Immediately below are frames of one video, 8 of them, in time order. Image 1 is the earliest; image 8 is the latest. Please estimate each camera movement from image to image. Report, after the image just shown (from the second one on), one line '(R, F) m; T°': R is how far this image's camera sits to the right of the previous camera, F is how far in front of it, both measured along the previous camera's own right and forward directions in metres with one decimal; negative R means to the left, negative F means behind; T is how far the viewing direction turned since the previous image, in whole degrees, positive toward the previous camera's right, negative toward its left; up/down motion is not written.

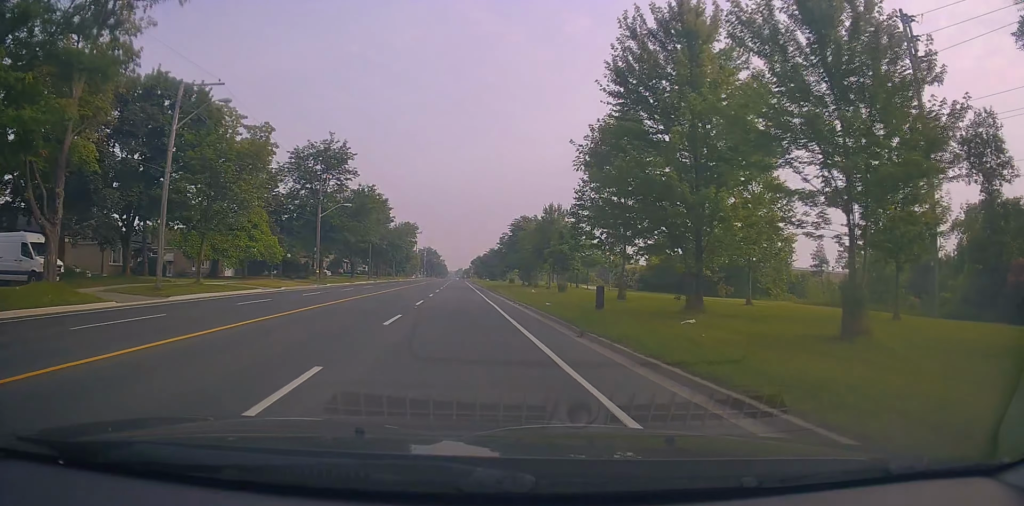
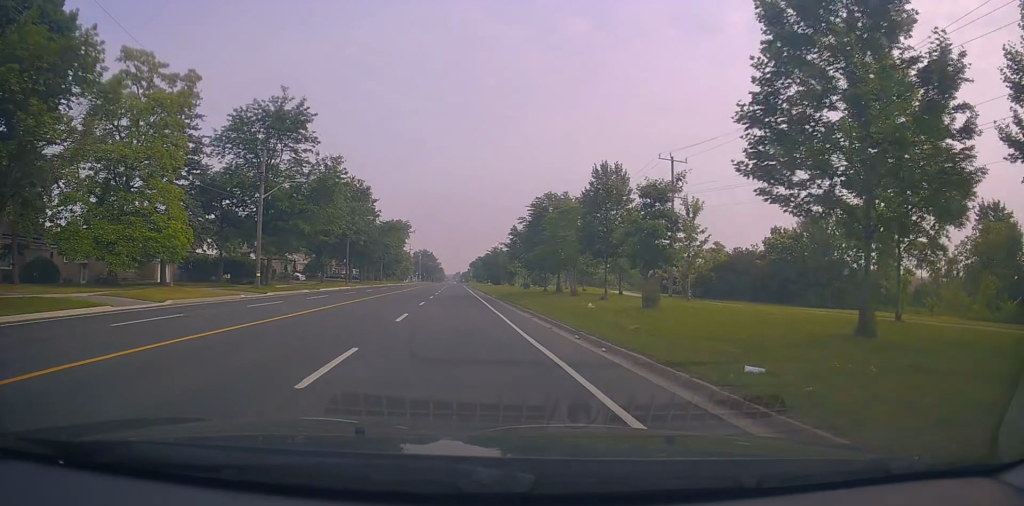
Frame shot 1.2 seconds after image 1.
(0.0, +16.5) m; +2°
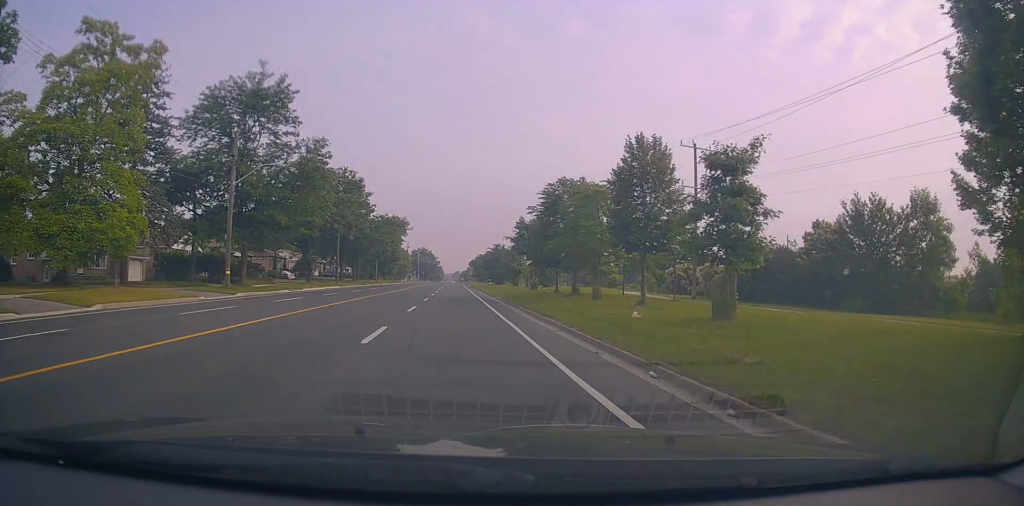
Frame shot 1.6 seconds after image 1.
(+0.1, +5.5) m; +1°
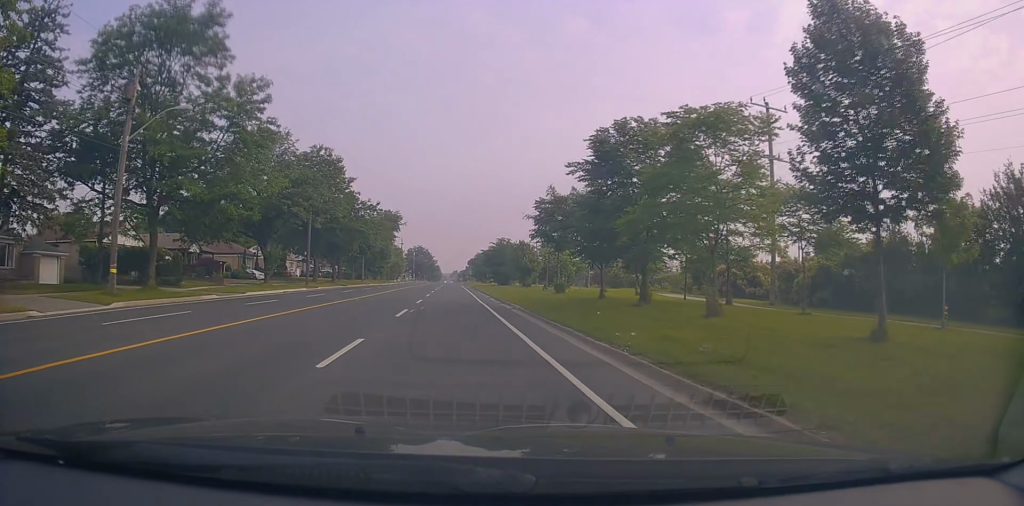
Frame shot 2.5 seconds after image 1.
(+0.3, +12.7) m; 0°
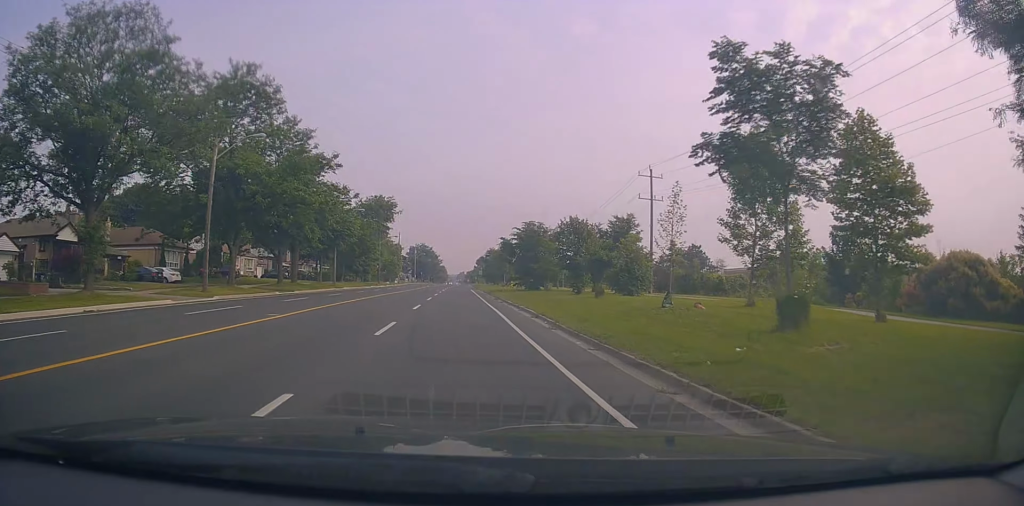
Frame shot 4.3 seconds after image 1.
(-0.8, +24.3) m; -2°
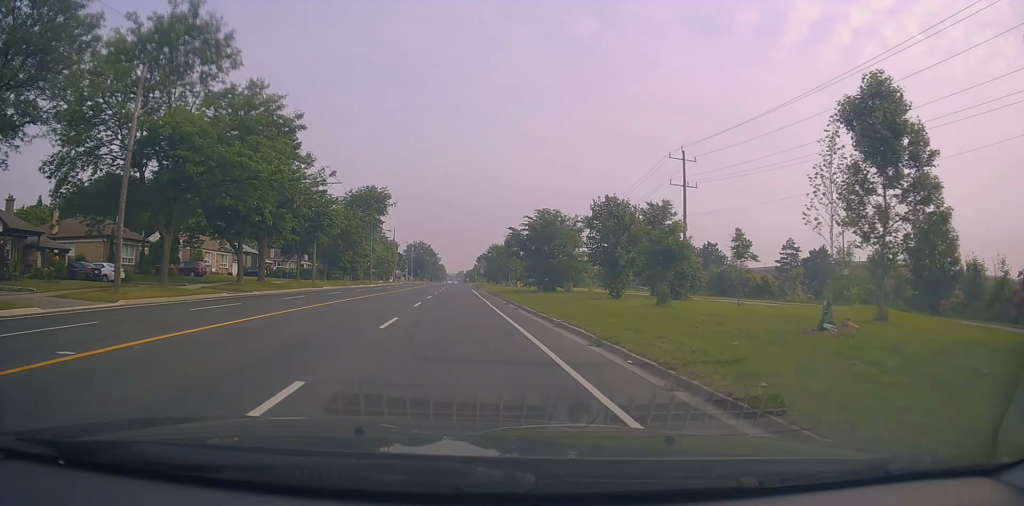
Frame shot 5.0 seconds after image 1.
(+0.1, +9.1) m; 0°
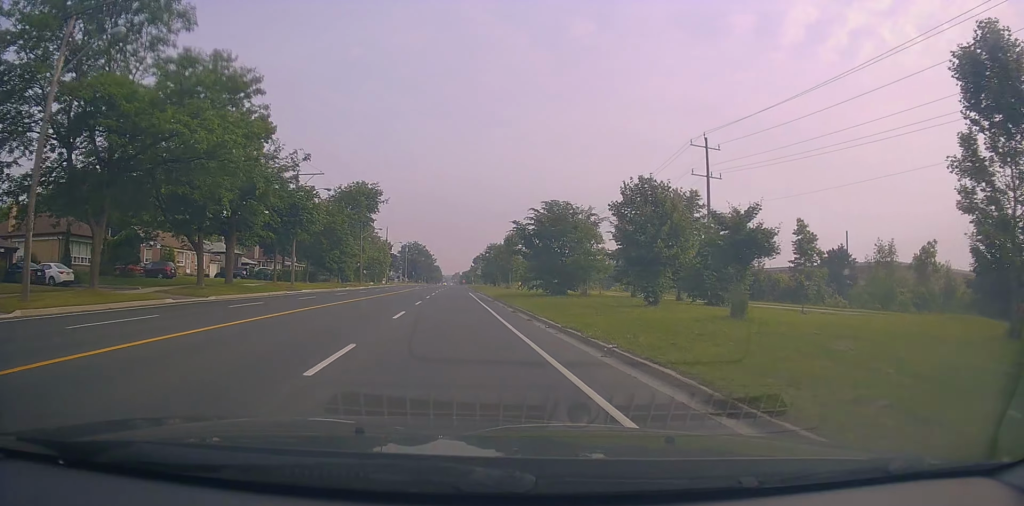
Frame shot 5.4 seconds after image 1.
(0.0, +6.0) m; 0°
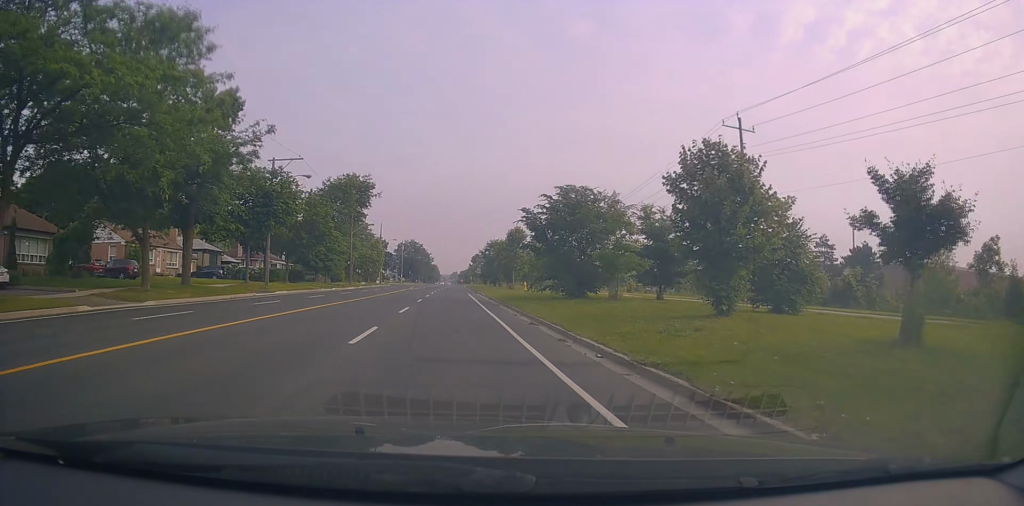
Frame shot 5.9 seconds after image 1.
(0.0, +6.4) m; 0°
